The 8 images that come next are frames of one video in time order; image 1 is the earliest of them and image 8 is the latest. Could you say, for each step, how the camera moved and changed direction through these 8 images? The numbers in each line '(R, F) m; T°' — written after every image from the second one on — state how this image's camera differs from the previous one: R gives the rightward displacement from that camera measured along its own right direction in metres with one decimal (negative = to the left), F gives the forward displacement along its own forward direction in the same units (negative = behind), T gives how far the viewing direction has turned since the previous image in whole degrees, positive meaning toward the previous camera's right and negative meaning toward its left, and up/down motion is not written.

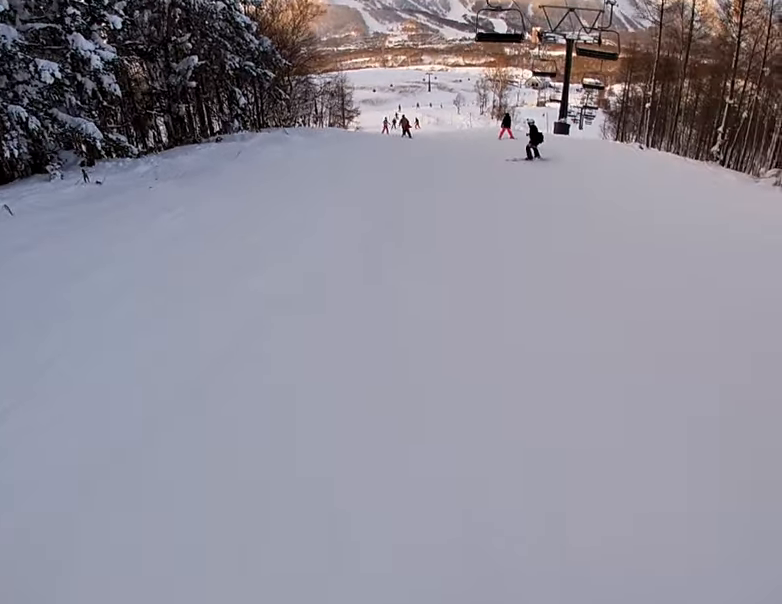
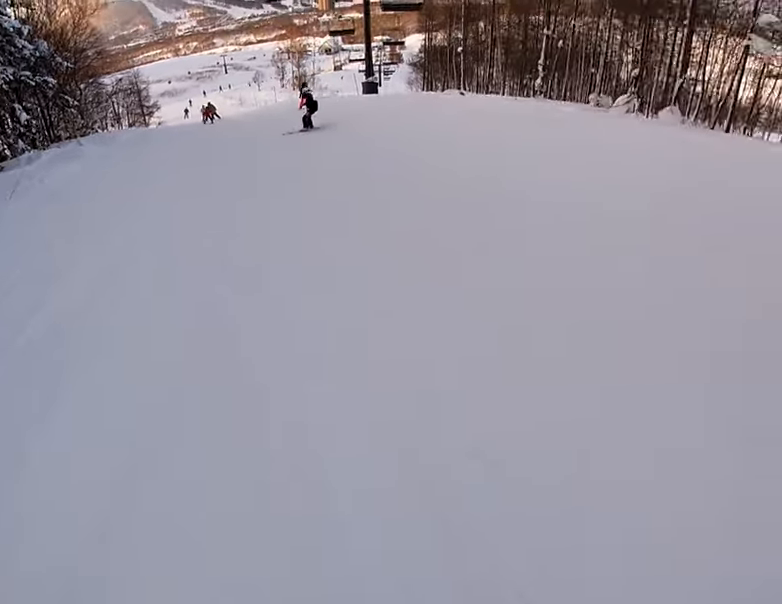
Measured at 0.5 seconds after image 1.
(+0.1, +2.4) m; +10°
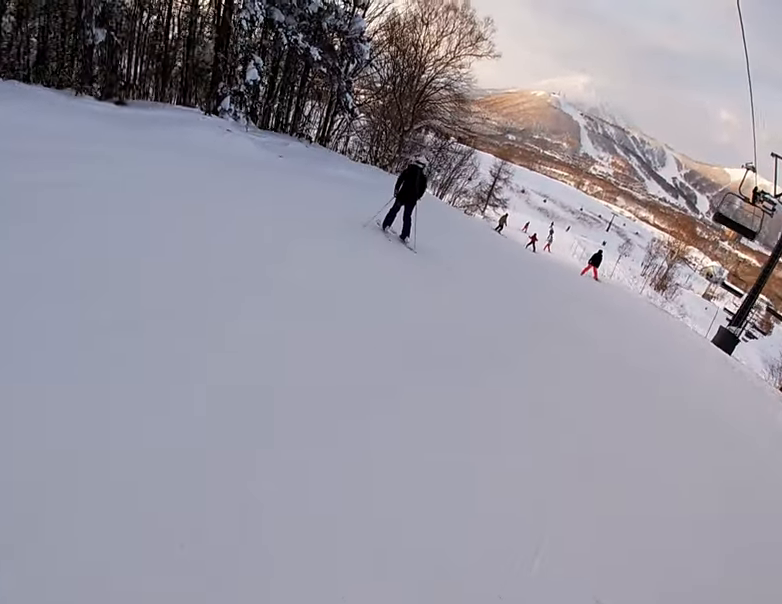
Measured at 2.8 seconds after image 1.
(0.0, +10.2) m; -28°
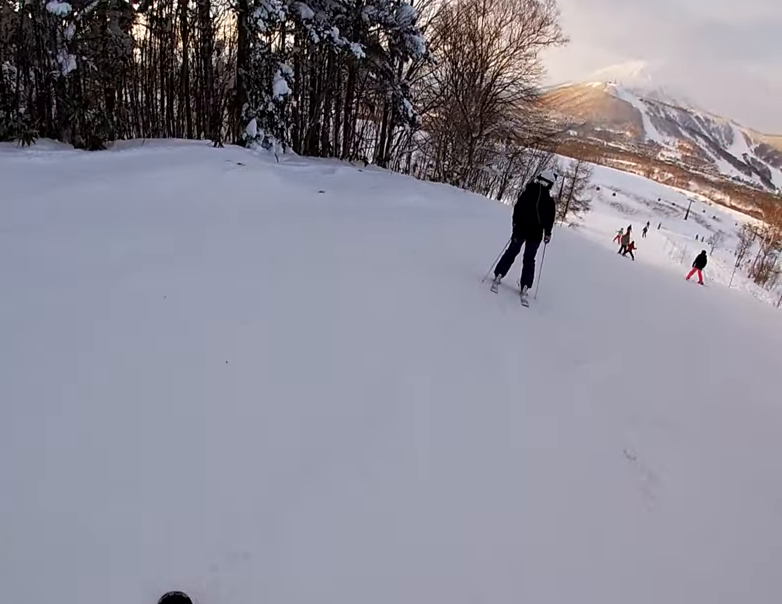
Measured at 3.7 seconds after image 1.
(-1.0, +3.9) m; -14°
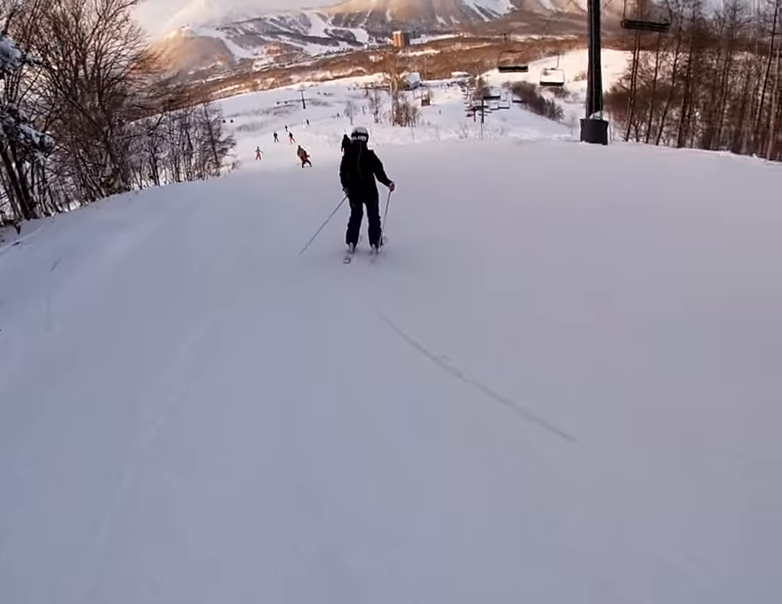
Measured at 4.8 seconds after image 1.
(+0.1, +3.8) m; +32°
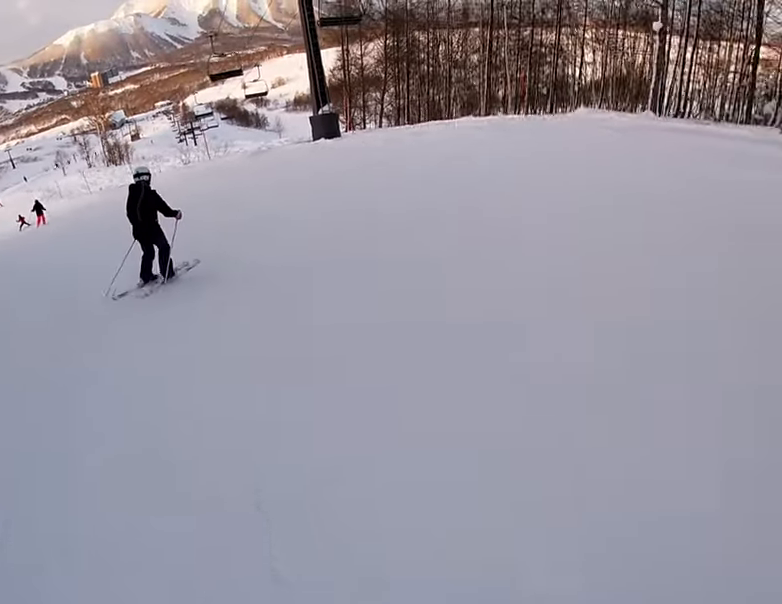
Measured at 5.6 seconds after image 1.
(+1.3, +2.8) m; +34°
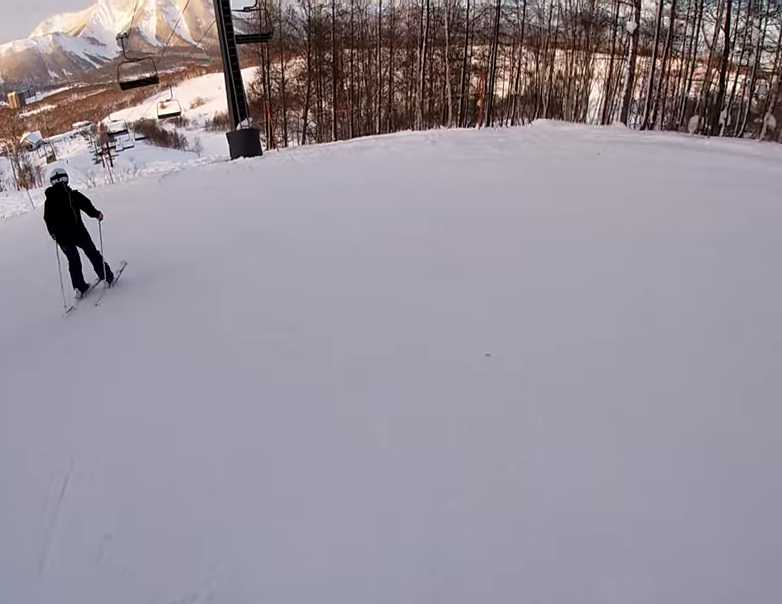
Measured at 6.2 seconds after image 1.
(+0.2, +2.3) m; +9°
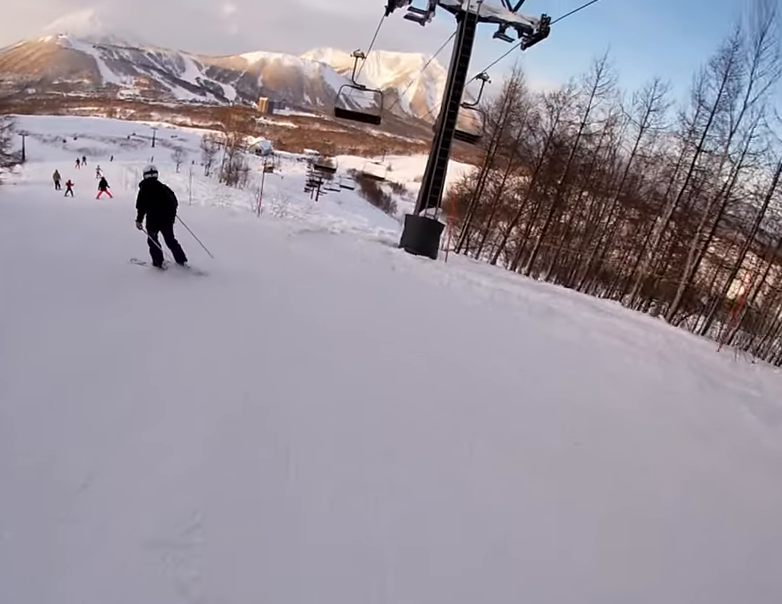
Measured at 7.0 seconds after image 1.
(+0.4, +3.7) m; -9°
